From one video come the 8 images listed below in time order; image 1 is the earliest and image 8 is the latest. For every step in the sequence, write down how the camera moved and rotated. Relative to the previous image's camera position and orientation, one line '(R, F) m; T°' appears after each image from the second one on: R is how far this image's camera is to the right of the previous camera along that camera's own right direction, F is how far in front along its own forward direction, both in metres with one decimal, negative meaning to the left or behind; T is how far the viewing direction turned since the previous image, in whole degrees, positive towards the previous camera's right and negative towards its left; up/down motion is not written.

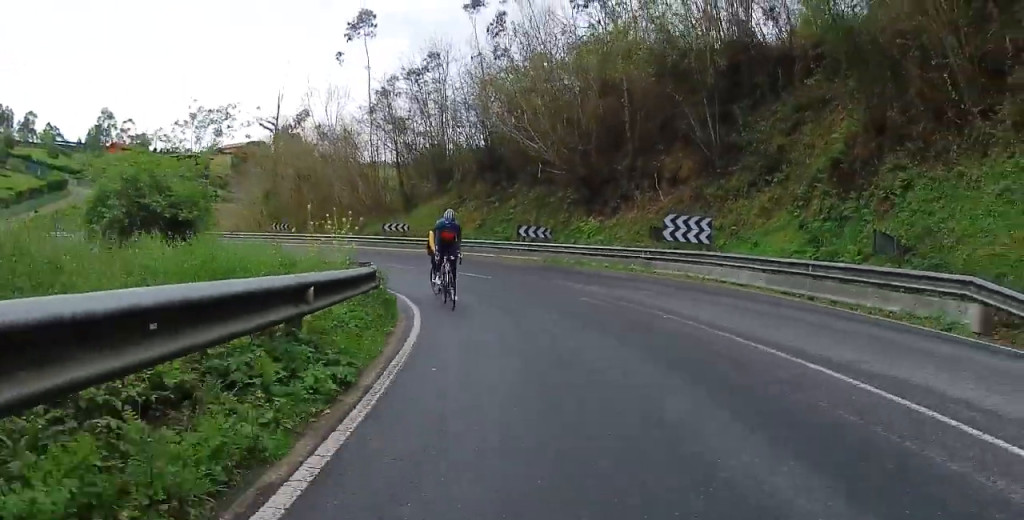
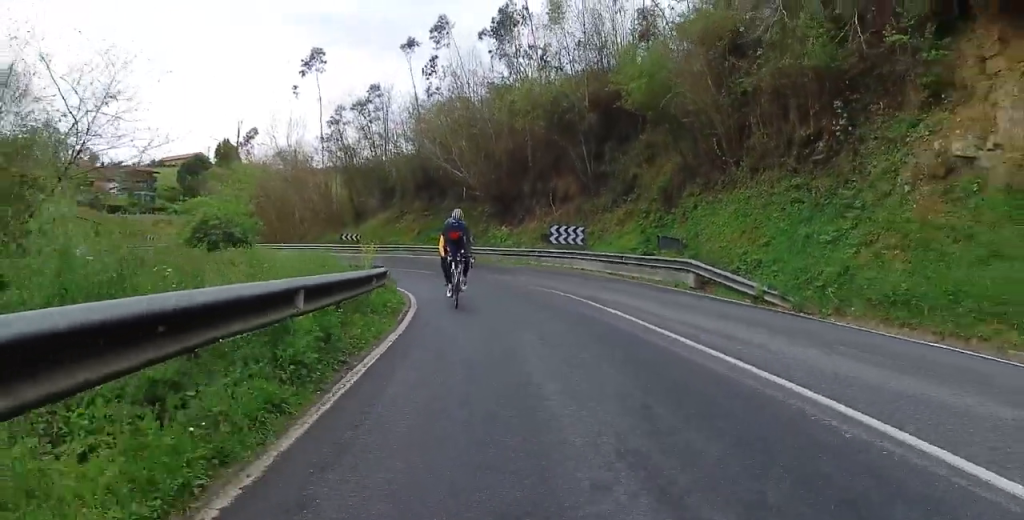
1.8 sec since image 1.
(0.0, +8.8) m; 0°
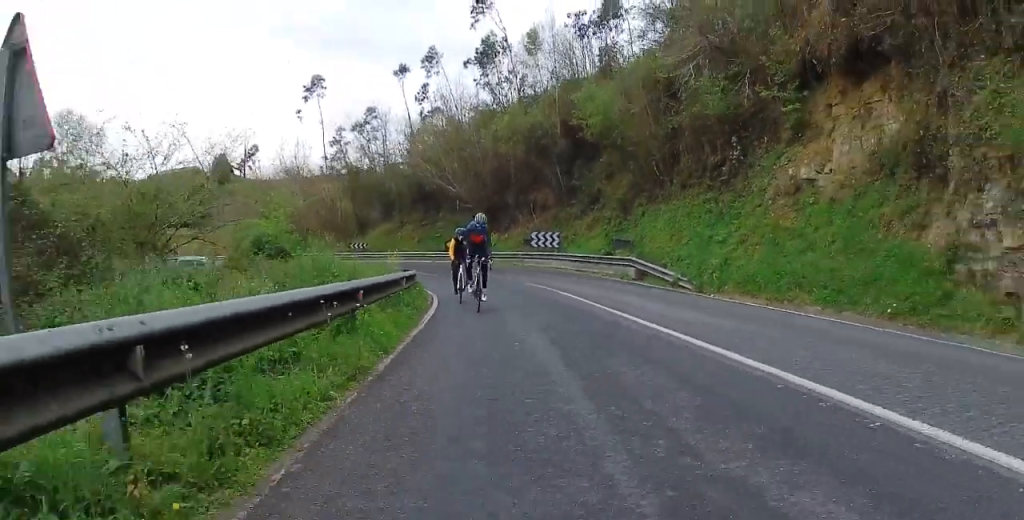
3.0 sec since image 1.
(+0.3, +5.5) m; +3°
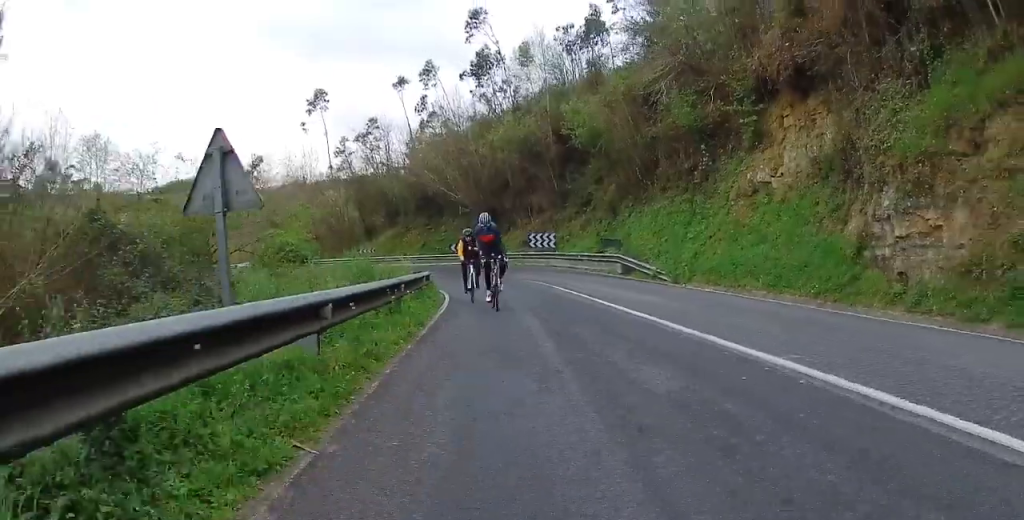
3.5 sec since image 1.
(0.0, +2.5) m; +1°
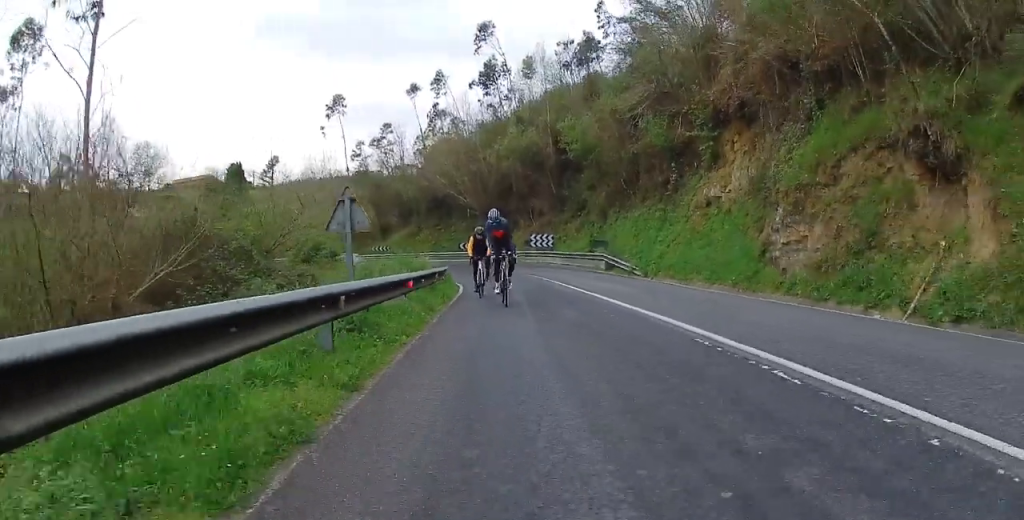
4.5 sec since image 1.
(+0.1, +4.3) m; +2°
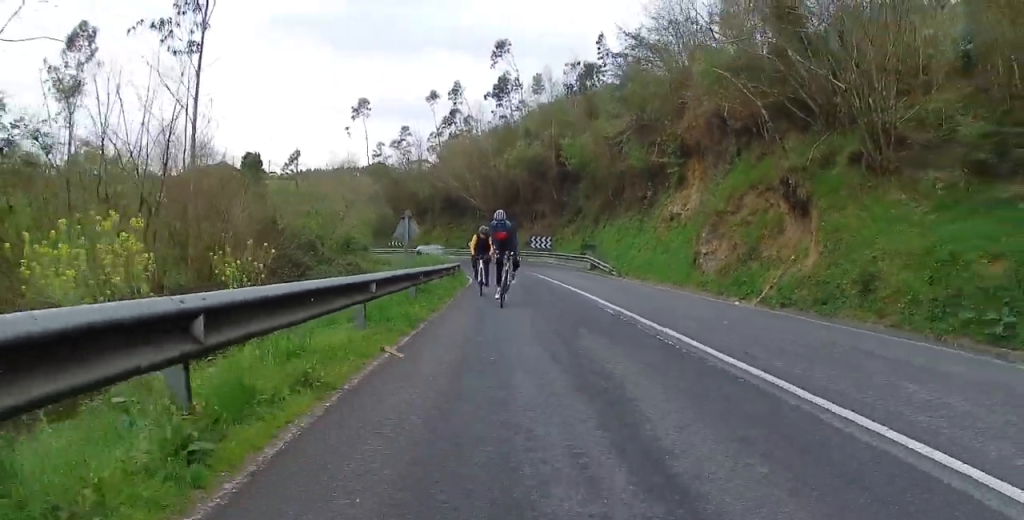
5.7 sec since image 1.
(+0.1, +5.4) m; +3°
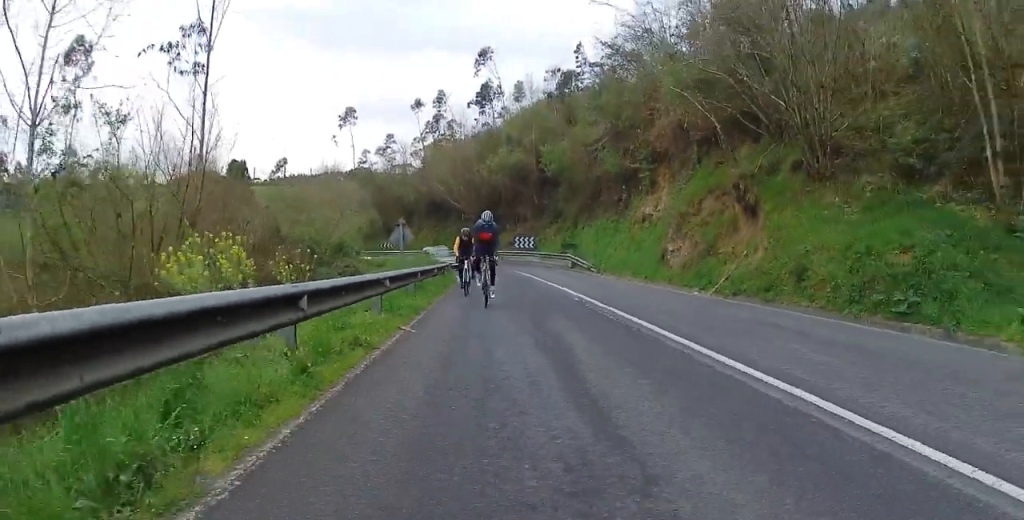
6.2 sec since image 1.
(+0.1, +1.8) m; 0°
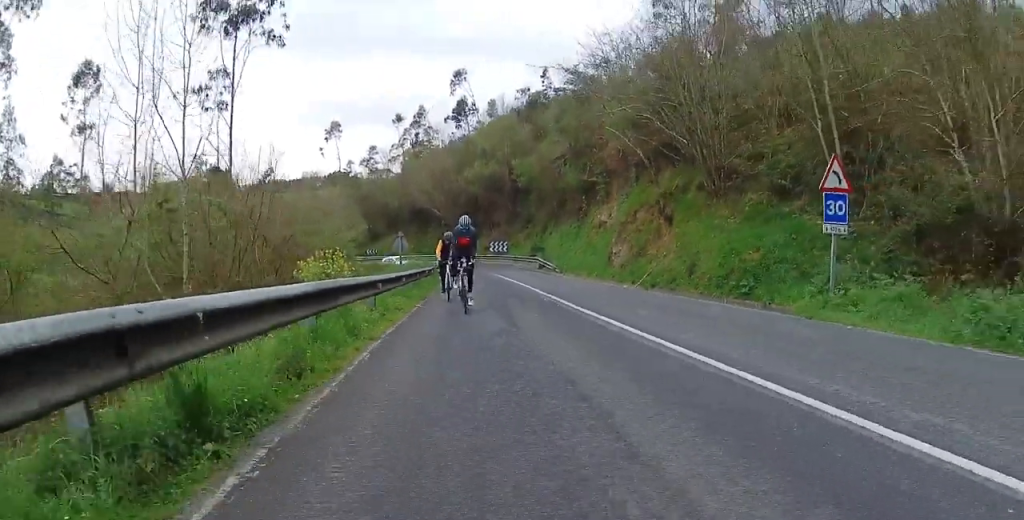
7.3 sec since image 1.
(0.0, +4.8) m; -3°
